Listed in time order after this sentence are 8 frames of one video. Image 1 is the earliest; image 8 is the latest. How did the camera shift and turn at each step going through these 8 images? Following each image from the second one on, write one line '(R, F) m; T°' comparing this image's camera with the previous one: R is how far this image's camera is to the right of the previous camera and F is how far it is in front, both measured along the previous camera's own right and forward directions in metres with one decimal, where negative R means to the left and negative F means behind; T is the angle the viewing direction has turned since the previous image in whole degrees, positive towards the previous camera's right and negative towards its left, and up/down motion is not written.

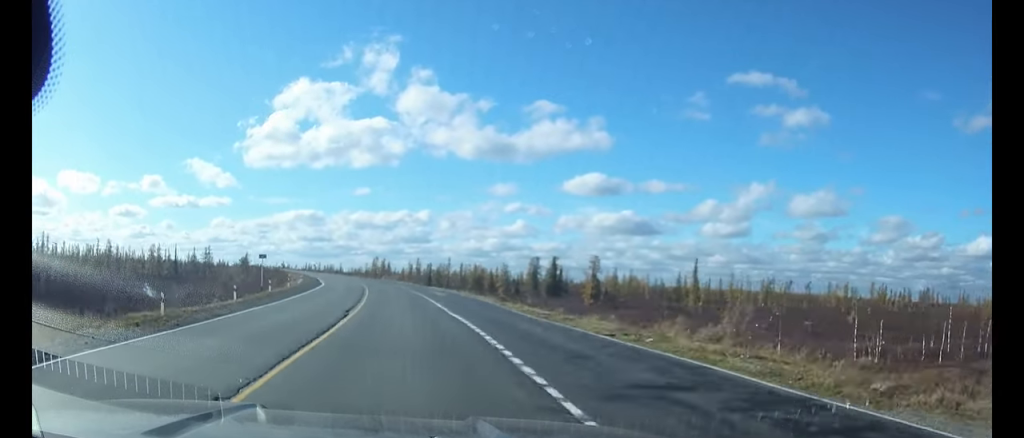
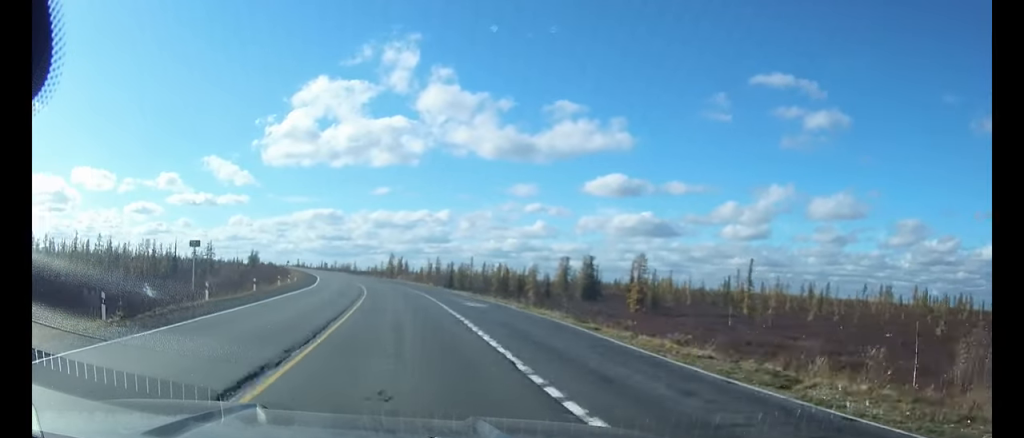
(-0.4, +16.3) m; -2°
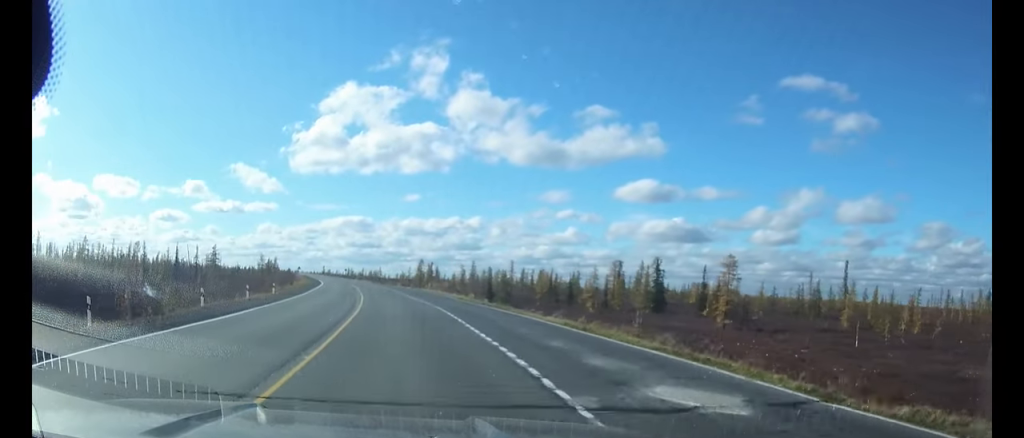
(-0.4, +22.8) m; -3°
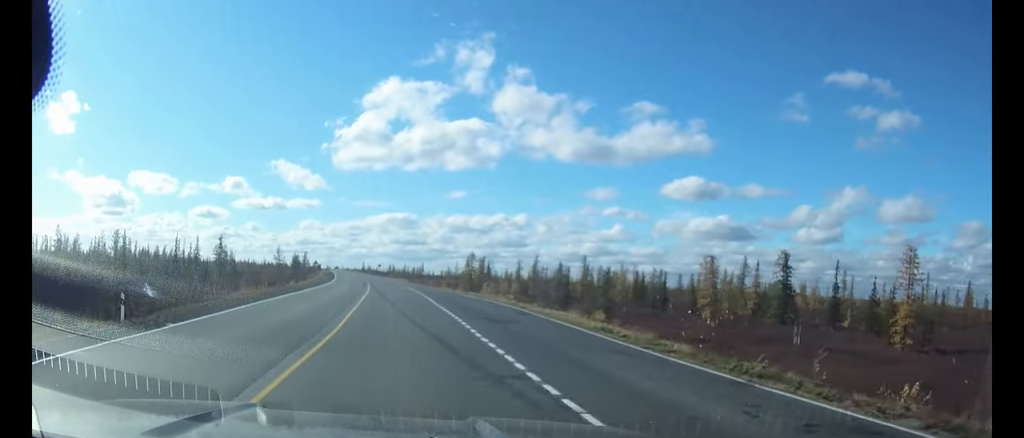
(-1.2, +30.3) m; -4°
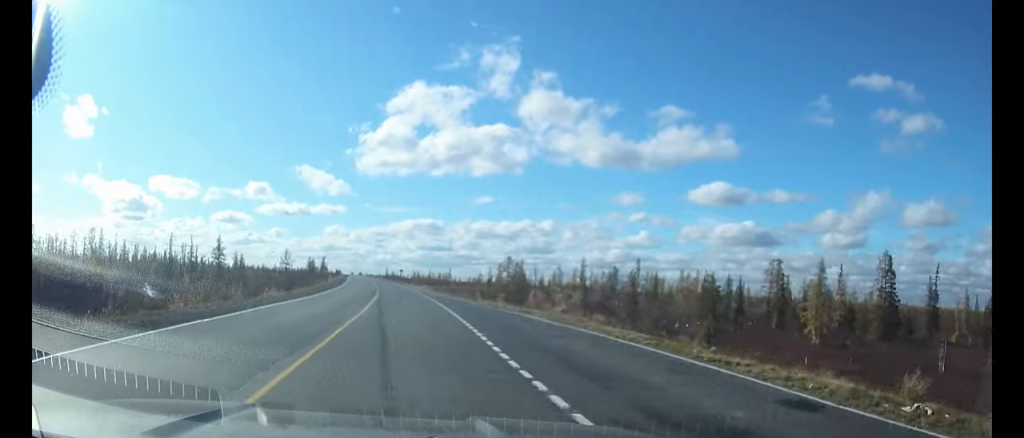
(-0.5, +18.5) m; -2°
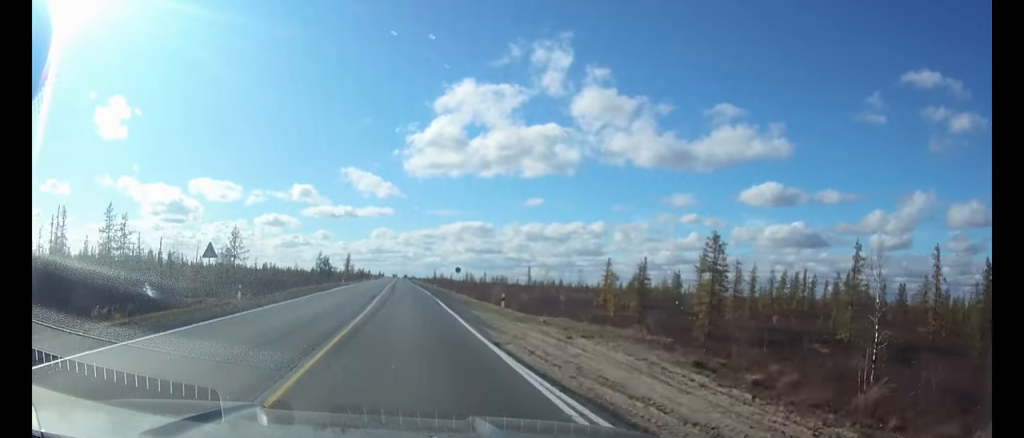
(-2.7, +62.3) m; -4°
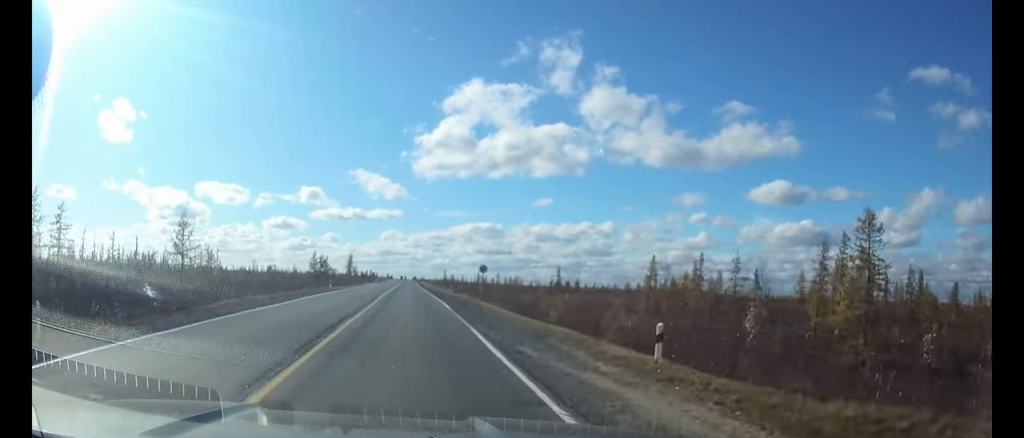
(-0.1, +17.3) m; -1°
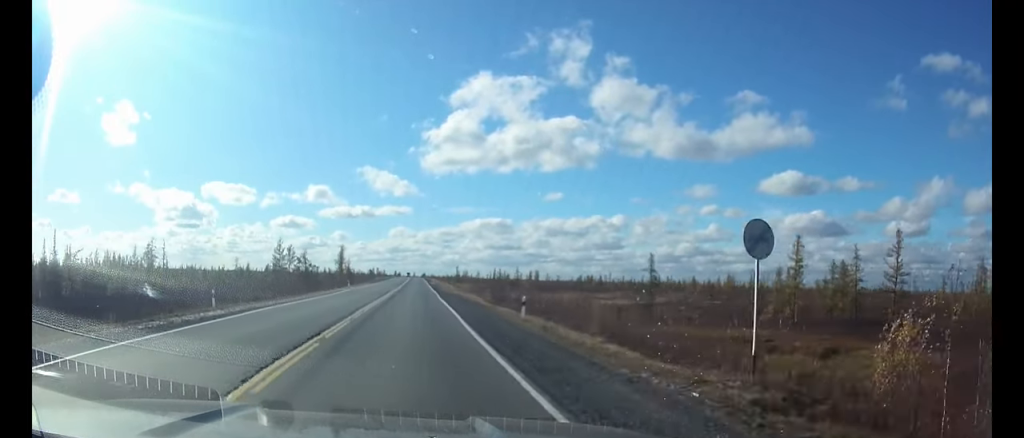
(-0.3, +36.5) m; -1°
